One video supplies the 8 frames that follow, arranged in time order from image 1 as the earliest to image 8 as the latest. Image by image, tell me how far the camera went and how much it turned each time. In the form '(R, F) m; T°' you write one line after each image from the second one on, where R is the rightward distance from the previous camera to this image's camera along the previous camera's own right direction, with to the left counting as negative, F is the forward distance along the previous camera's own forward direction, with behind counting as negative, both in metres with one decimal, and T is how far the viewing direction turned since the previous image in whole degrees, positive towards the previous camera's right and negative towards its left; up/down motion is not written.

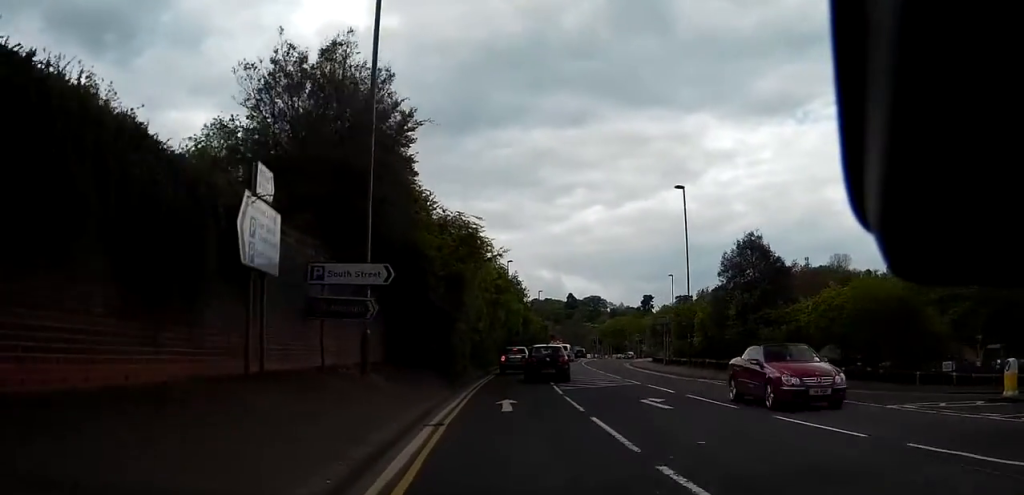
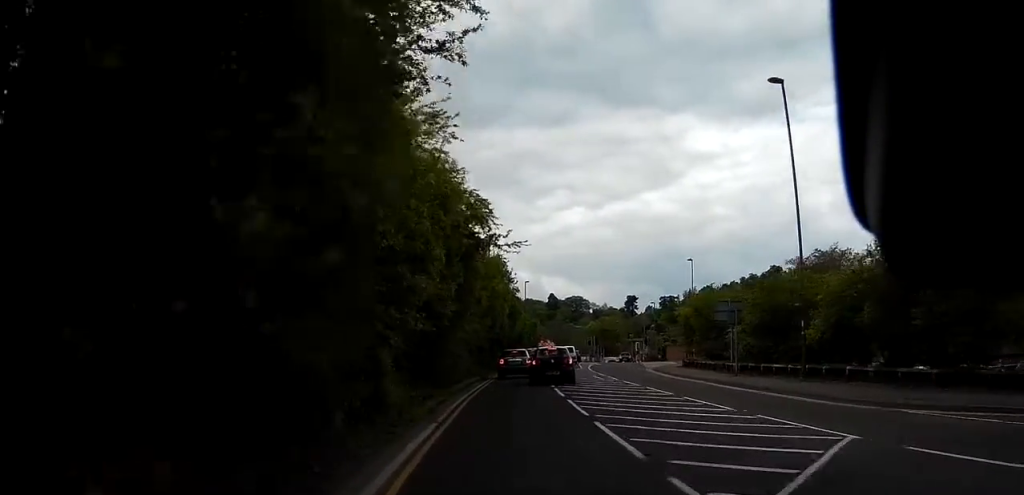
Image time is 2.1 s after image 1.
(-0.2, +18.0) m; +1°
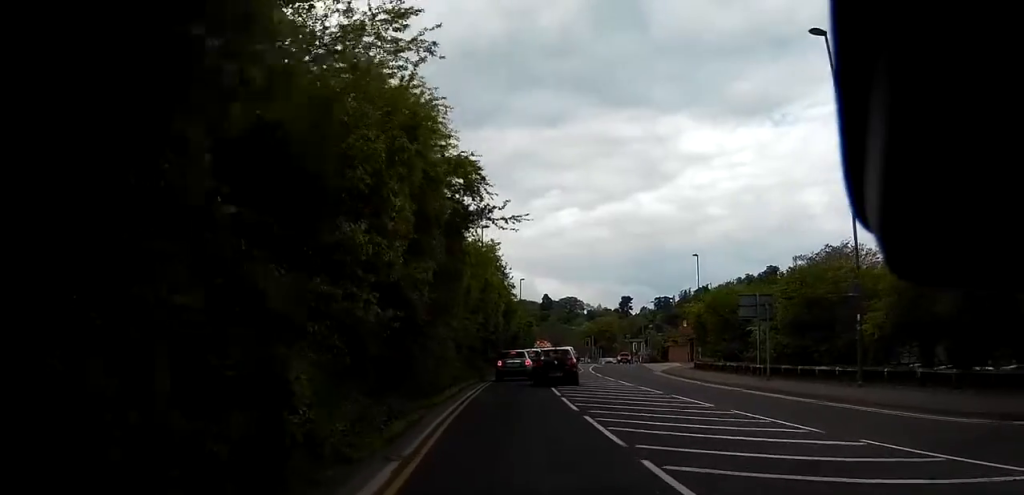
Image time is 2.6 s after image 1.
(+0.2, +4.5) m; -1°
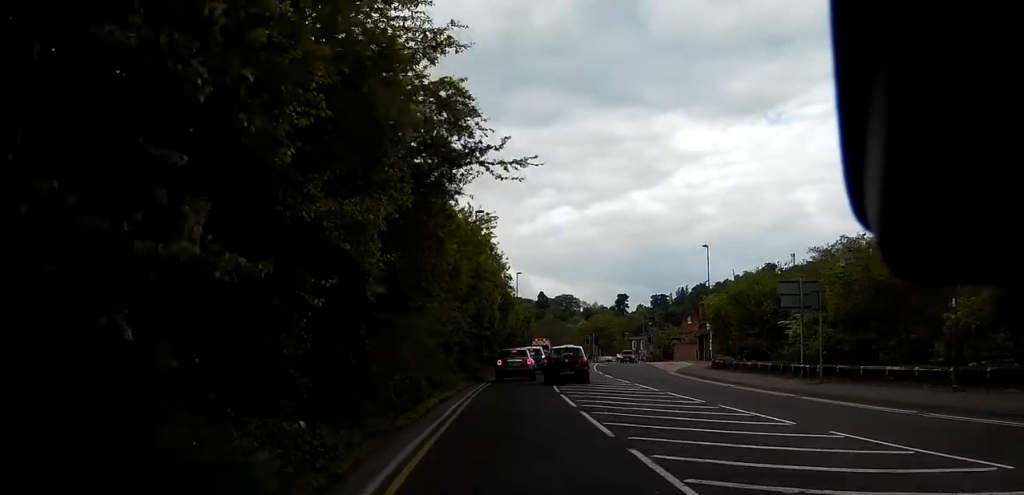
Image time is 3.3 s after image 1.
(+0.2, +5.1) m; -3°
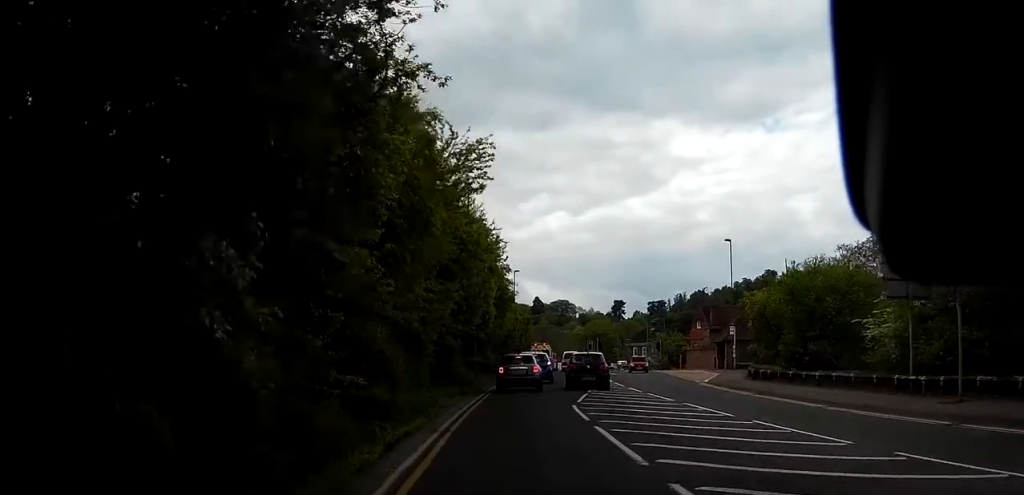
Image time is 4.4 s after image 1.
(-0.8, +7.9) m; -7°
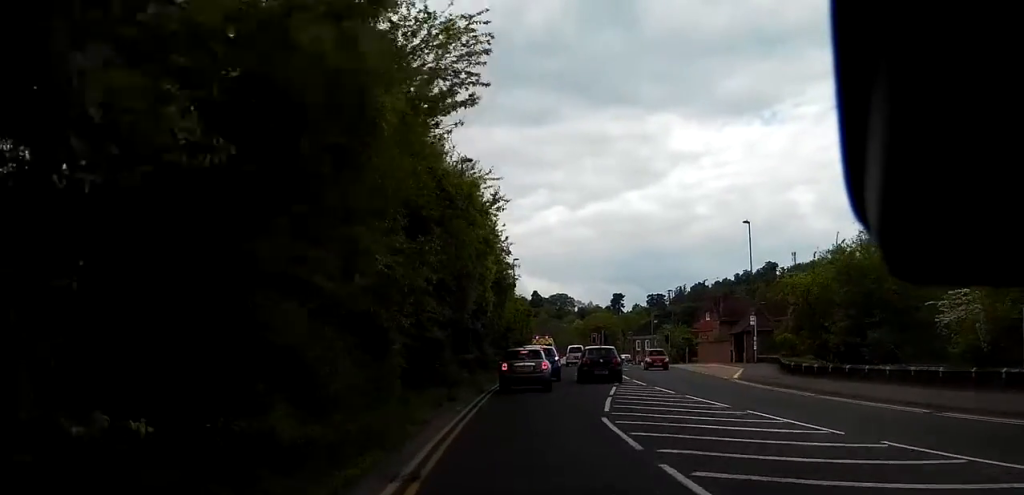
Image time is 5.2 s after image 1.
(-0.3, +5.3) m; 0°
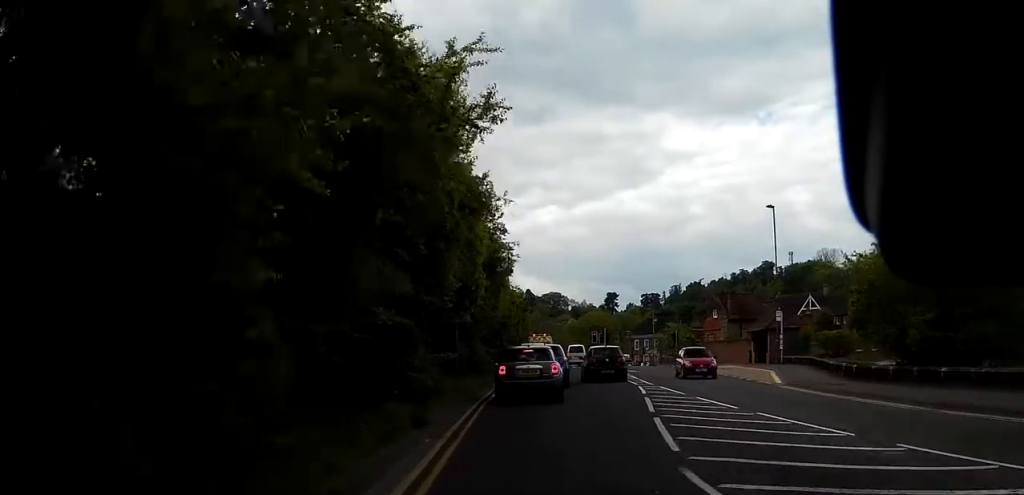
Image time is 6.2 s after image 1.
(+0.4, +6.4) m; +7°
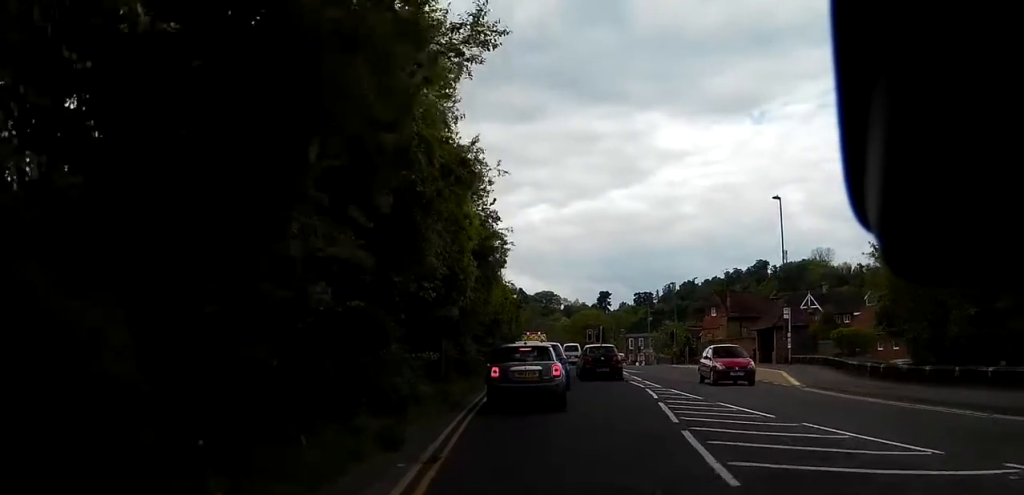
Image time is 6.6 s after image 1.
(+0.2, +2.5) m; +4°
